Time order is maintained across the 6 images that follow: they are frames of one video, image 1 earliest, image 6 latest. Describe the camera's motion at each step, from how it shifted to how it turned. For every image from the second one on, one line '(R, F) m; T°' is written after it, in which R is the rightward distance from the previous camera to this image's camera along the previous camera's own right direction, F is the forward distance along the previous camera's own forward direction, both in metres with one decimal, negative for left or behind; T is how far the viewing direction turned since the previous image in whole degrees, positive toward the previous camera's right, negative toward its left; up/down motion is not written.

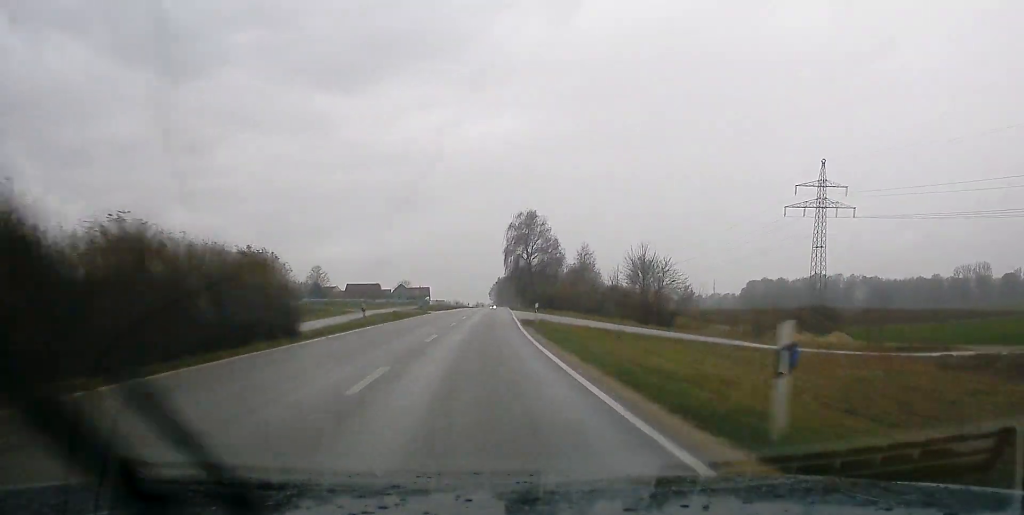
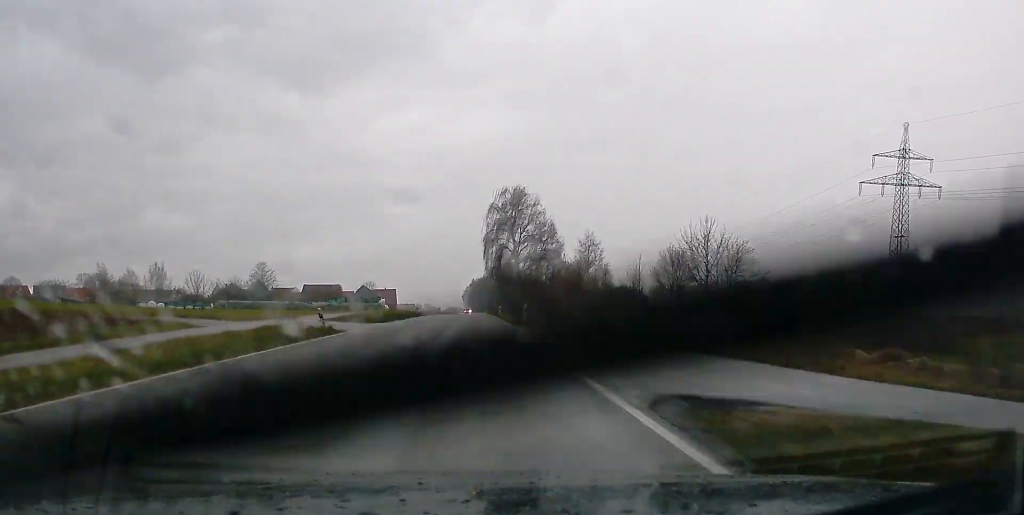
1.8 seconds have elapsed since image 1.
(+0.6, +36.0) m; +2°
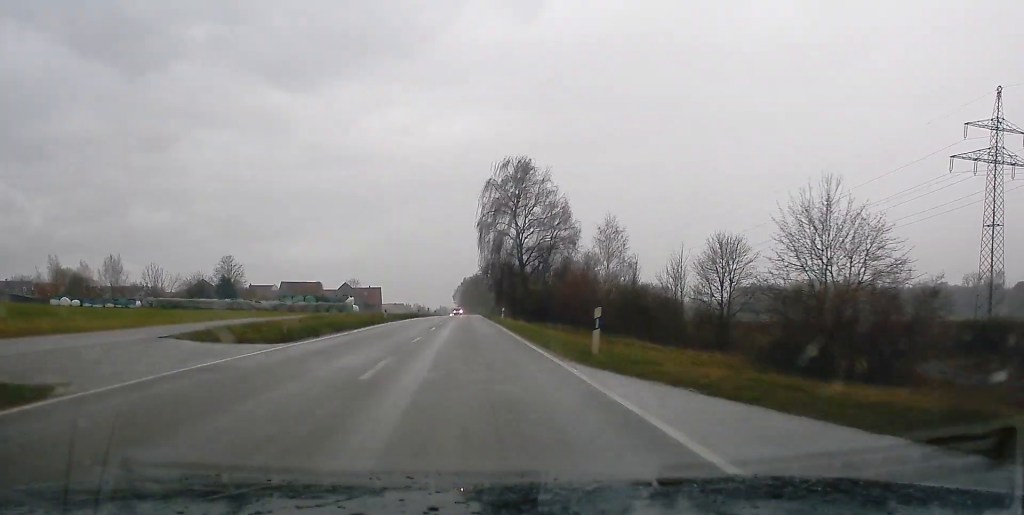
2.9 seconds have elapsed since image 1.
(+0.3, +23.5) m; 0°
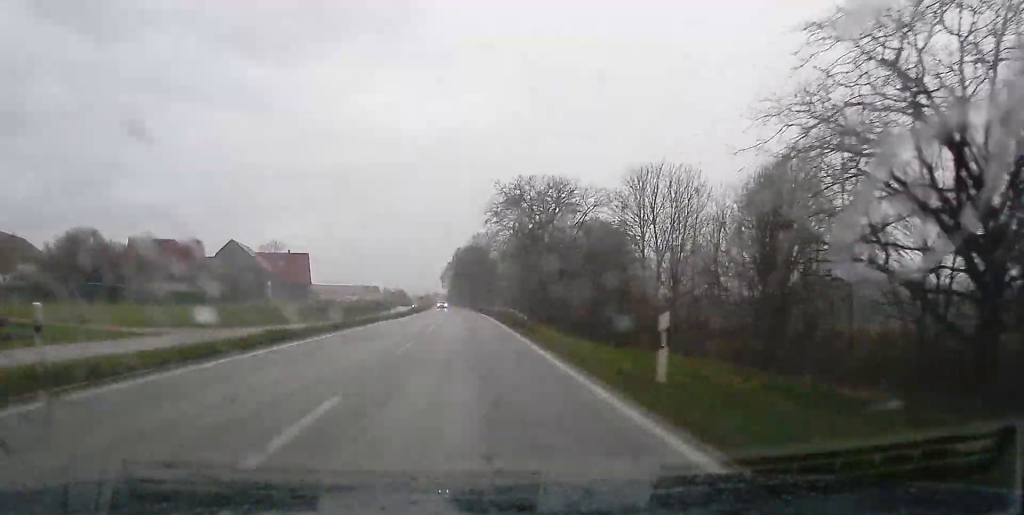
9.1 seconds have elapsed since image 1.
(+1.9, +129.2) m; +1°
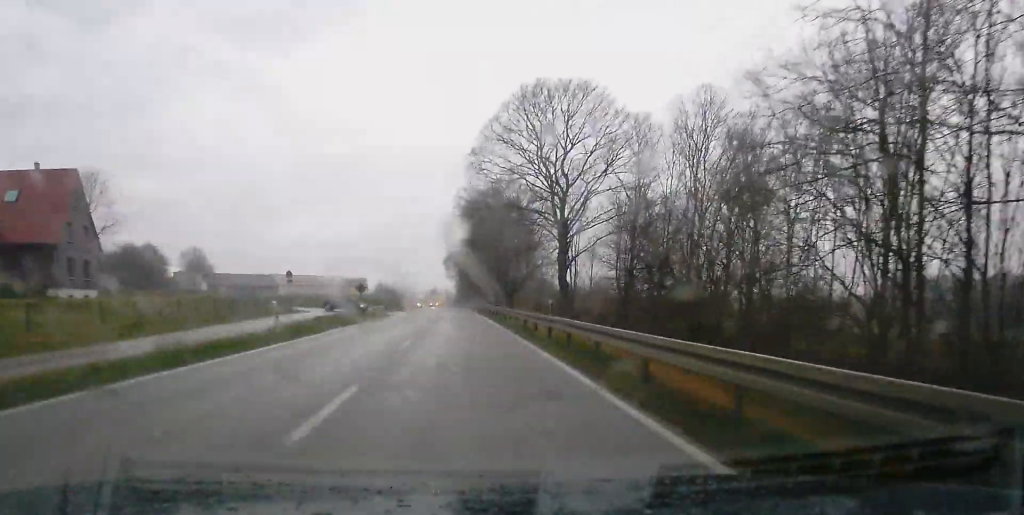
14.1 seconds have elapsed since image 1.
(-1.7, +108.5) m; -2°
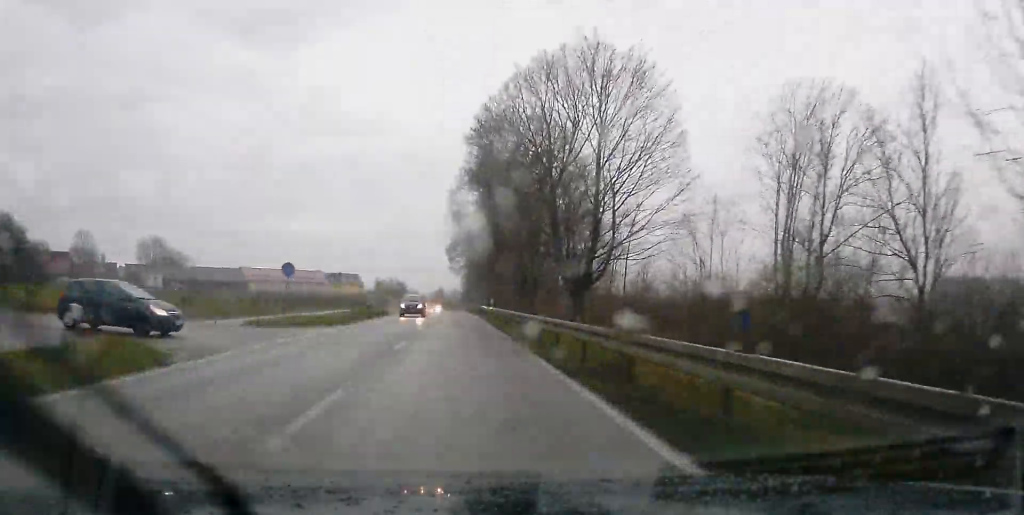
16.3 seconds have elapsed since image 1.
(-0.3, +49.0) m; -1°
